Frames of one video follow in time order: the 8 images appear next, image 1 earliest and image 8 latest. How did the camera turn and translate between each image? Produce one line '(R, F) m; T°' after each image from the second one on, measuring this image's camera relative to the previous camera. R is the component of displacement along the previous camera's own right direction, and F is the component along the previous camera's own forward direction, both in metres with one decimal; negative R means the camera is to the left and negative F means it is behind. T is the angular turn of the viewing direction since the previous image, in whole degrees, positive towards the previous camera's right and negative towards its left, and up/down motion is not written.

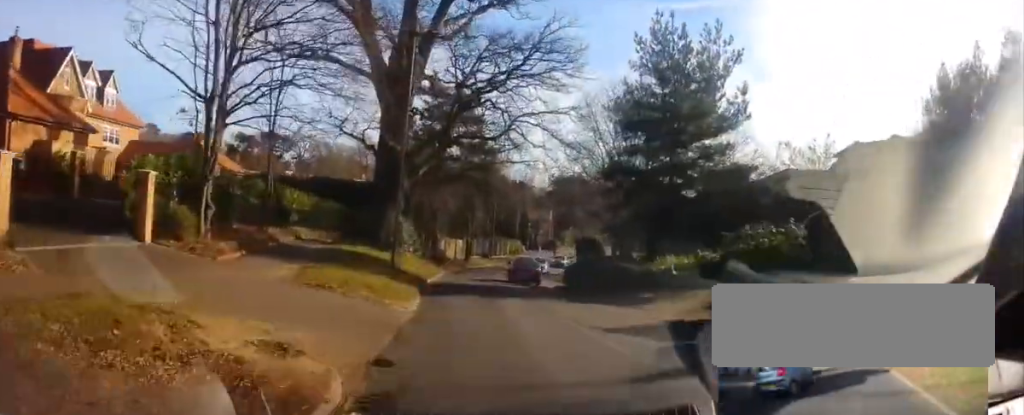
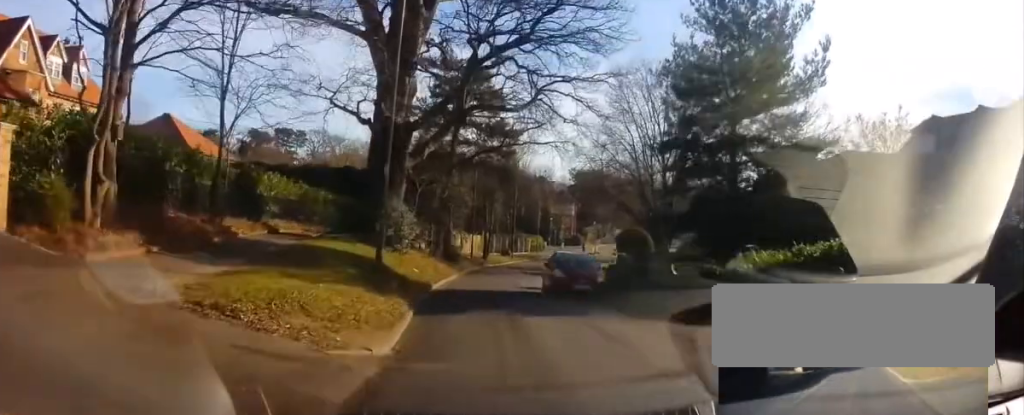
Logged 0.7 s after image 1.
(+0.3, +5.9) m; -1°
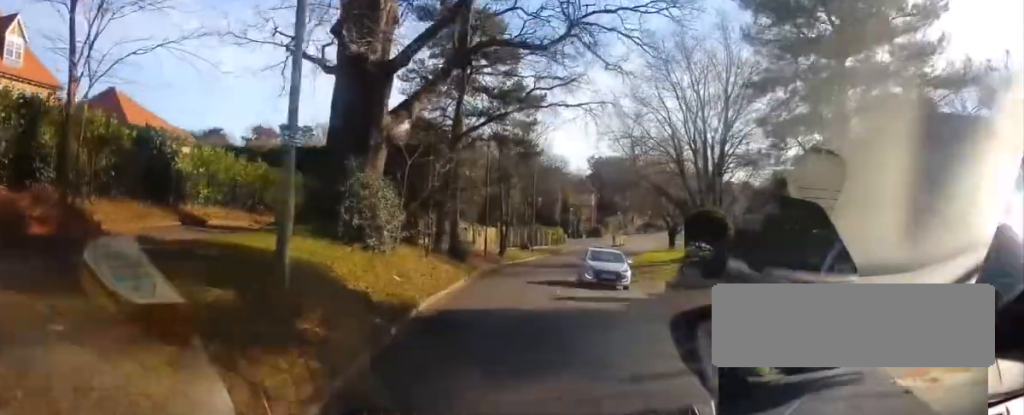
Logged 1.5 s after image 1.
(-0.1, +7.4) m; -2°
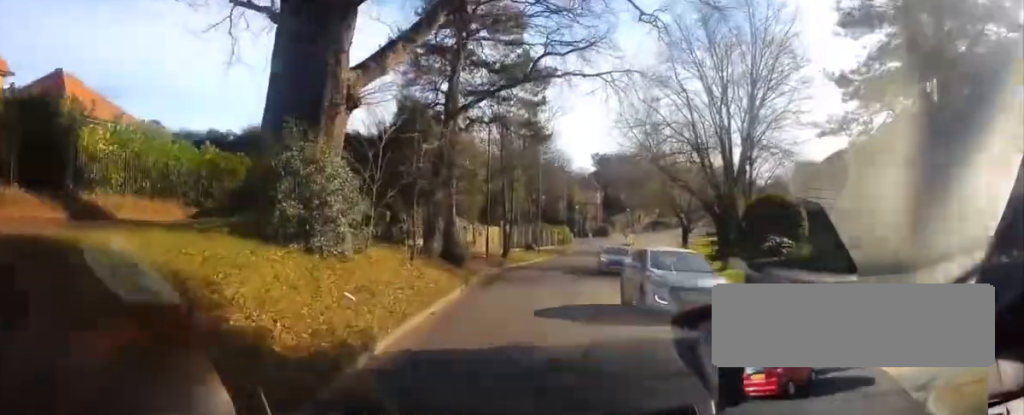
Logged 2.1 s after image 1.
(-0.4, +5.0) m; -2°
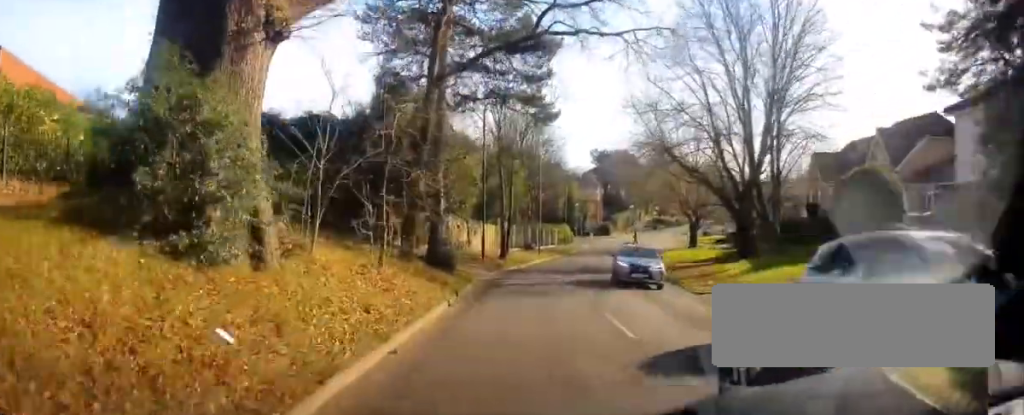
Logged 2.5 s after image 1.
(+0.1, +4.0) m; +1°
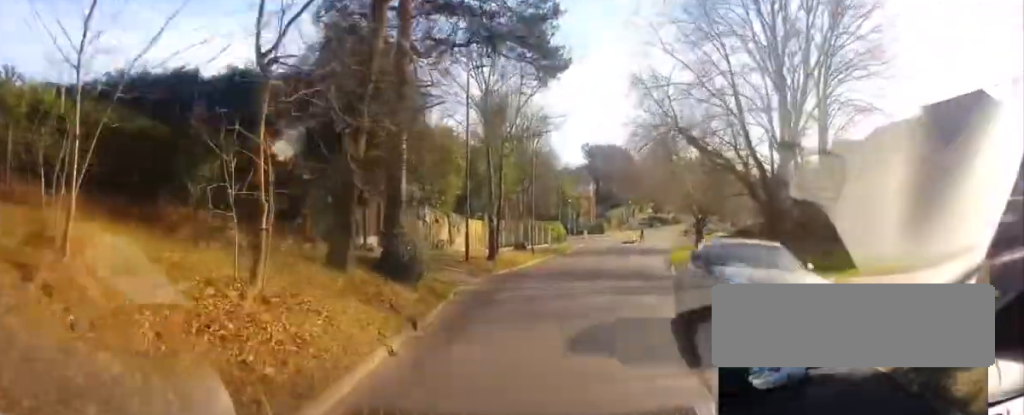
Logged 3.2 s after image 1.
(+0.1, +6.3) m; +2°
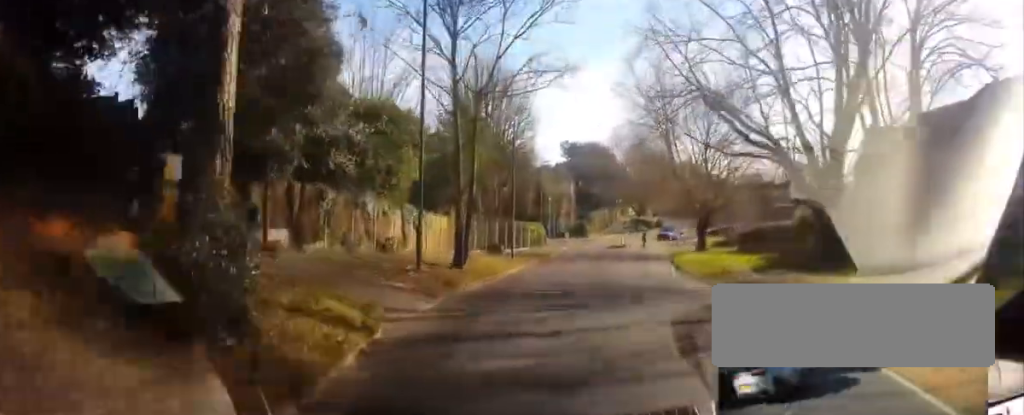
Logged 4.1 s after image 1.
(+0.1, +8.1) m; +2°
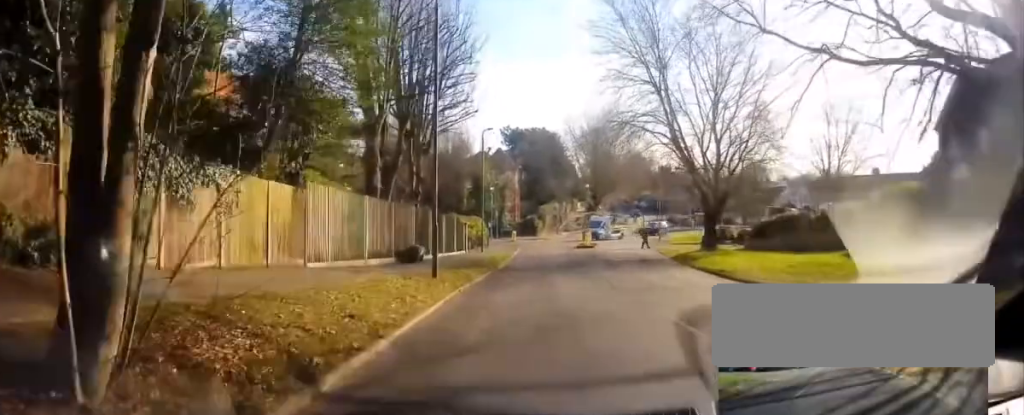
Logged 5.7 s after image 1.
(+0.7, +15.1) m; +3°
